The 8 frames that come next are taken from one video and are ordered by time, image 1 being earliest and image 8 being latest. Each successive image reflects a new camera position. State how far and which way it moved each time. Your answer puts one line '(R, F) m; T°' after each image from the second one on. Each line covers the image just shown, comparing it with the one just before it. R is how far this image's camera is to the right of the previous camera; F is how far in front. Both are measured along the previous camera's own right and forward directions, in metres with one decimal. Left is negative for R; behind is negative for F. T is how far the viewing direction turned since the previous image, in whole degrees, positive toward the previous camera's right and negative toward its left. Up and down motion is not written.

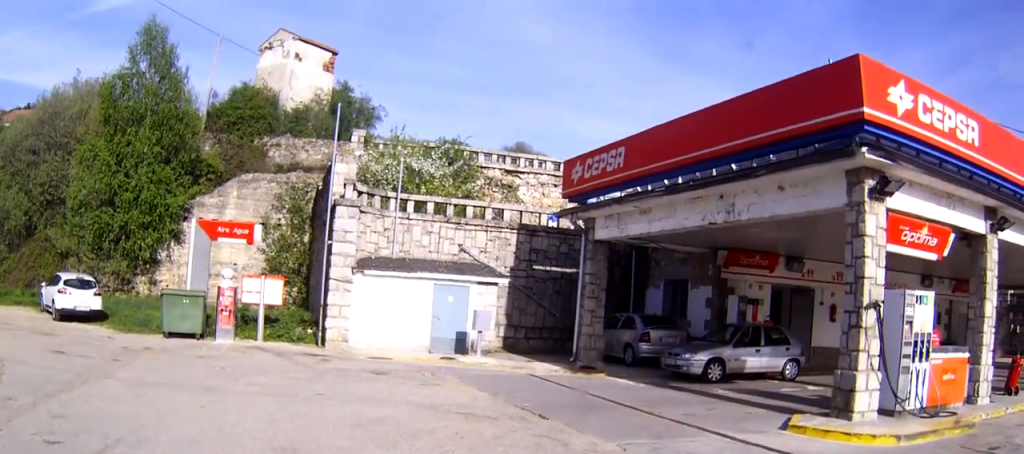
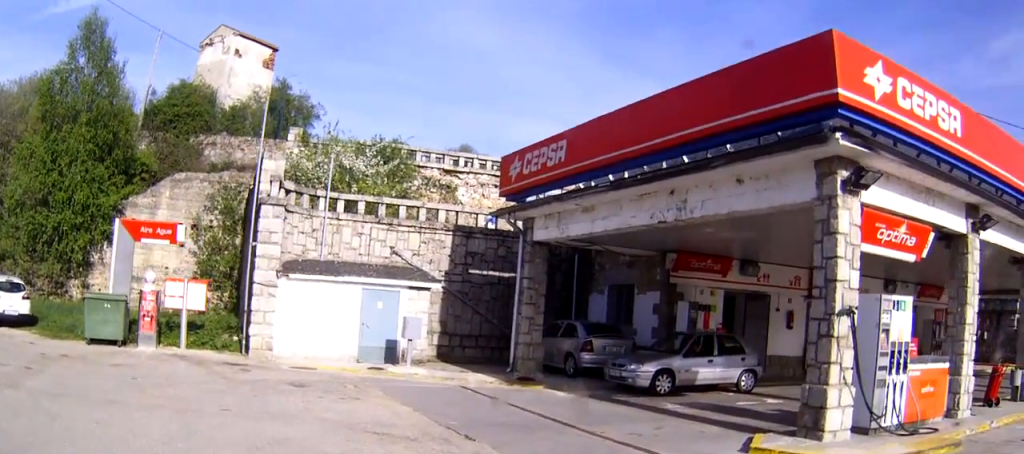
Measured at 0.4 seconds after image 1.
(0.0, +1.0) m; 0°
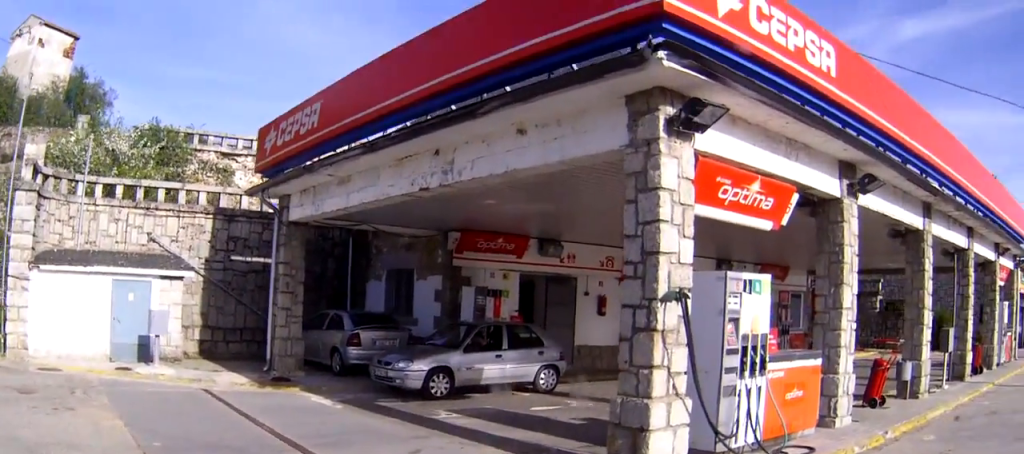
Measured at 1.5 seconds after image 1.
(0.0, +2.5) m; 0°
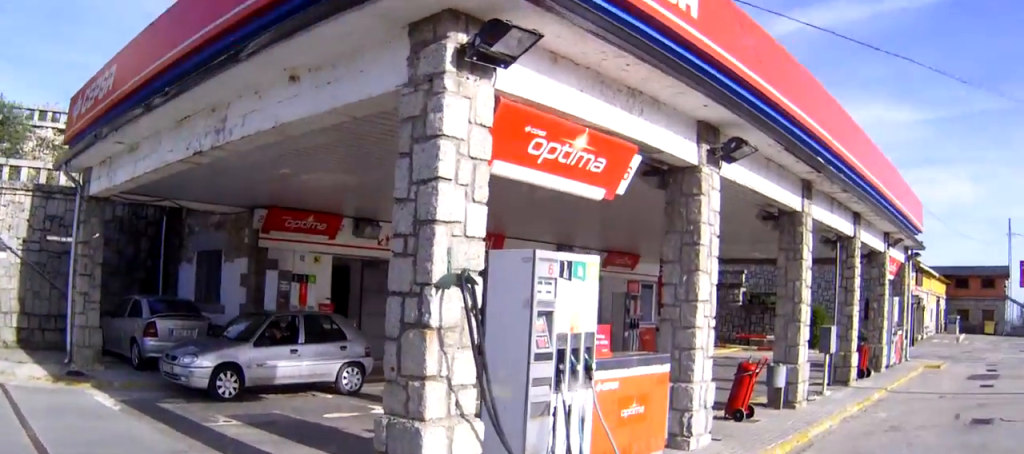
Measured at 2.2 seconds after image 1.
(0.0, +1.7) m; 0°
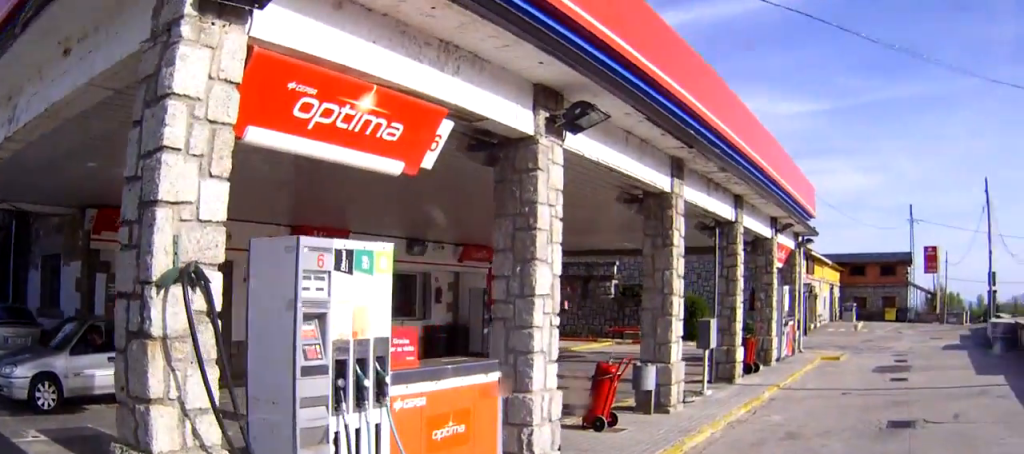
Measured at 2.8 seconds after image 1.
(0.0, +1.4) m; 0°
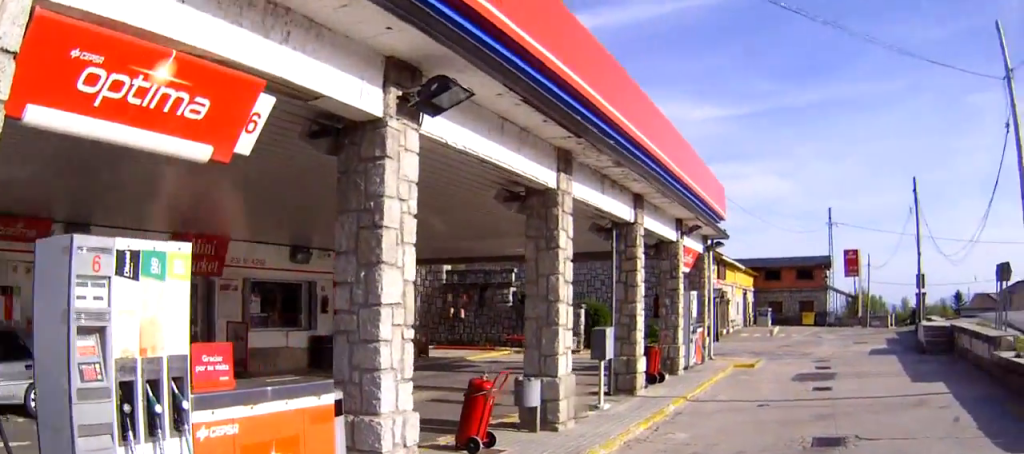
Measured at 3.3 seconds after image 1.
(0.0, +0.9) m; 0°
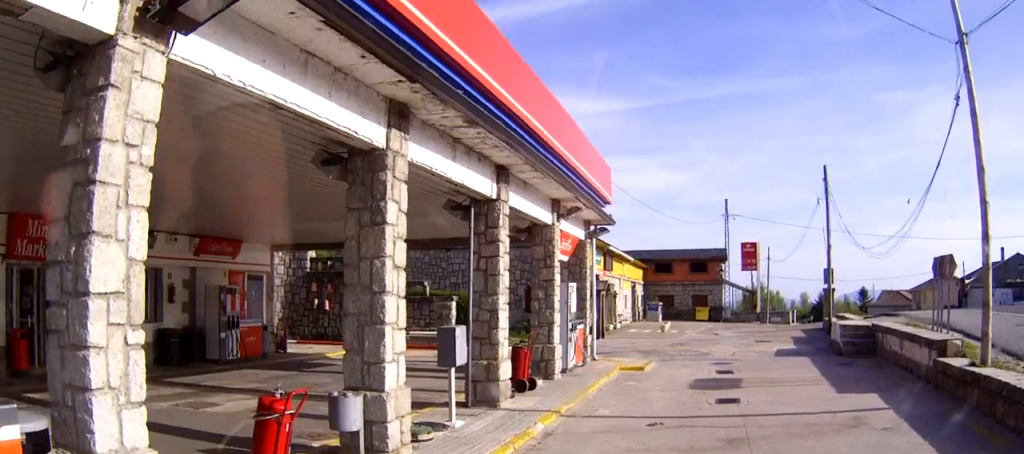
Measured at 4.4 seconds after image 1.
(0.0, +1.9) m; 0°
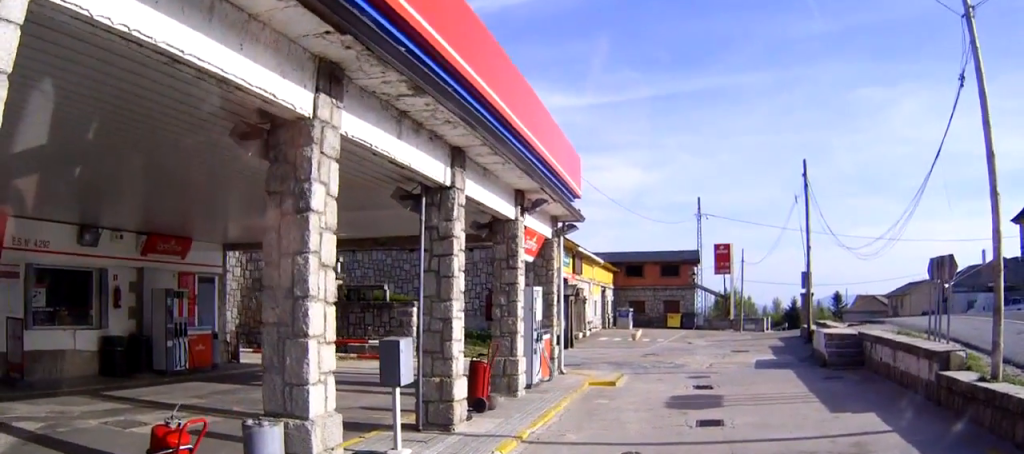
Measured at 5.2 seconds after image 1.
(+0.2, +1.0) m; 0°
